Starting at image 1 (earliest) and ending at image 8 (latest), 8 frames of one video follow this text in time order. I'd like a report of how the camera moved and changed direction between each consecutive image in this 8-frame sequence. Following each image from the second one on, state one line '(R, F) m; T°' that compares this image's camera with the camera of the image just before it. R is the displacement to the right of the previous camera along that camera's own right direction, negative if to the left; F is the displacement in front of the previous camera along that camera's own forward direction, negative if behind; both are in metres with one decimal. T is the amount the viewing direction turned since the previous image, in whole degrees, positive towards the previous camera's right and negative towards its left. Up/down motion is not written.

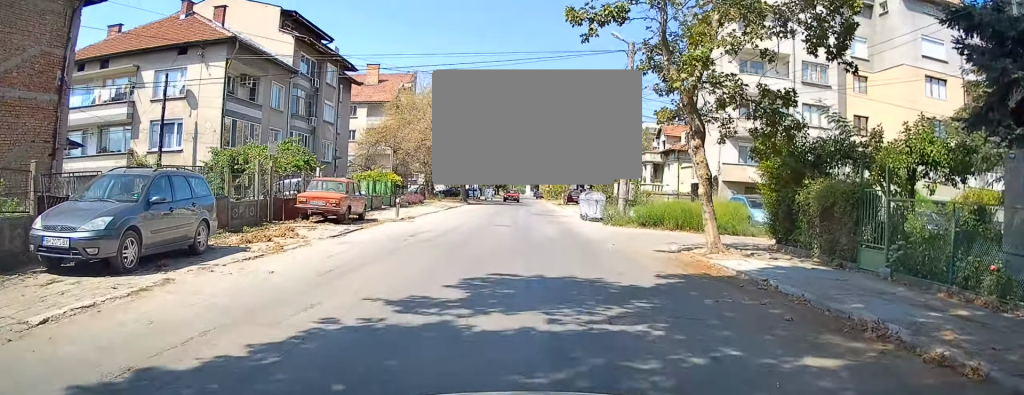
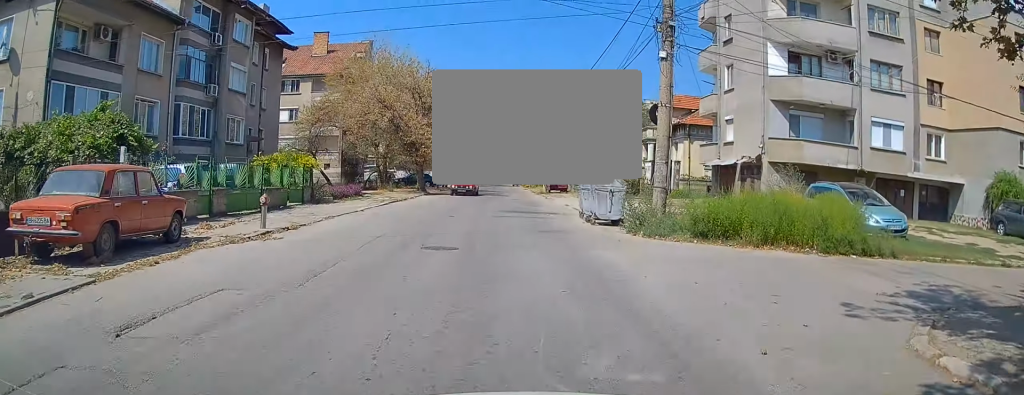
(0.0, +11.7) m; +1°
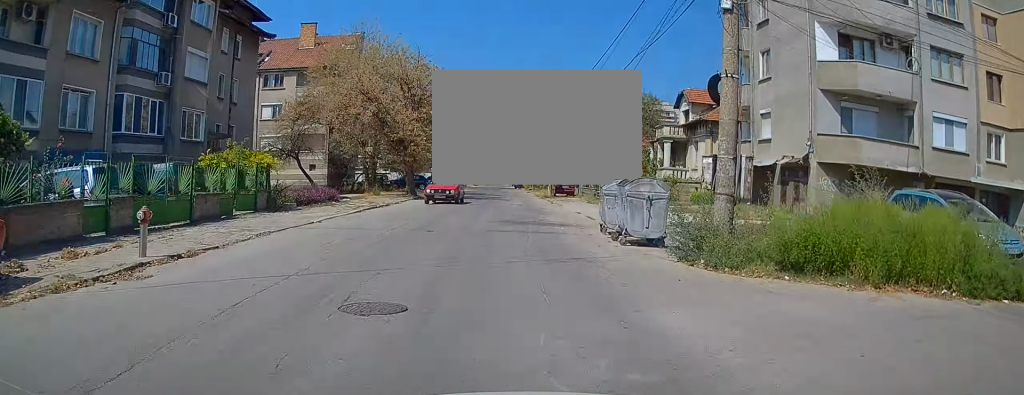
(0.0, +5.1) m; 0°
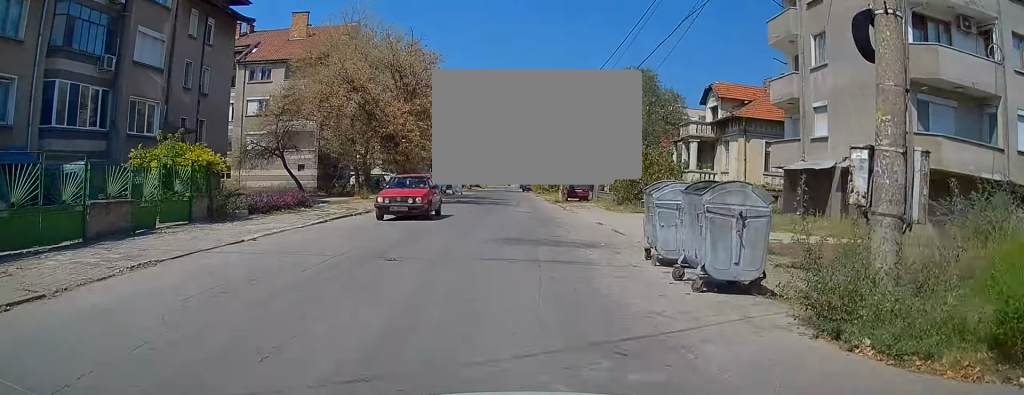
(+0.2, +5.0) m; 0°
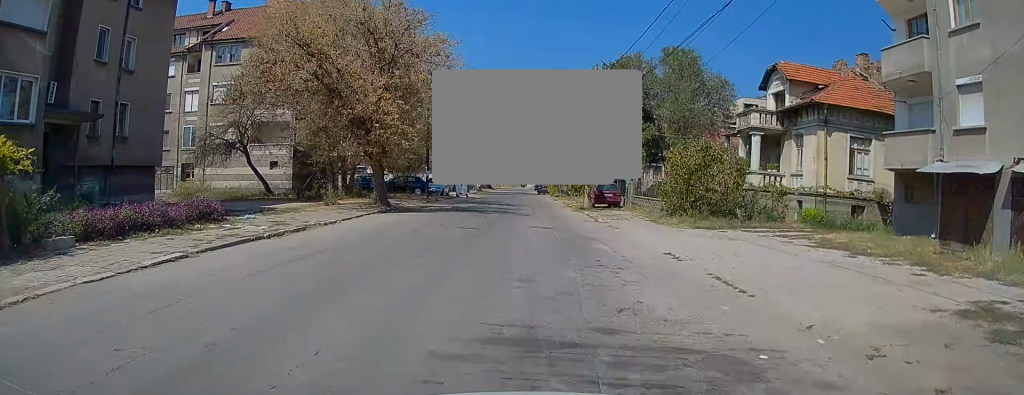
(-0.1, +8.8) m; -3°
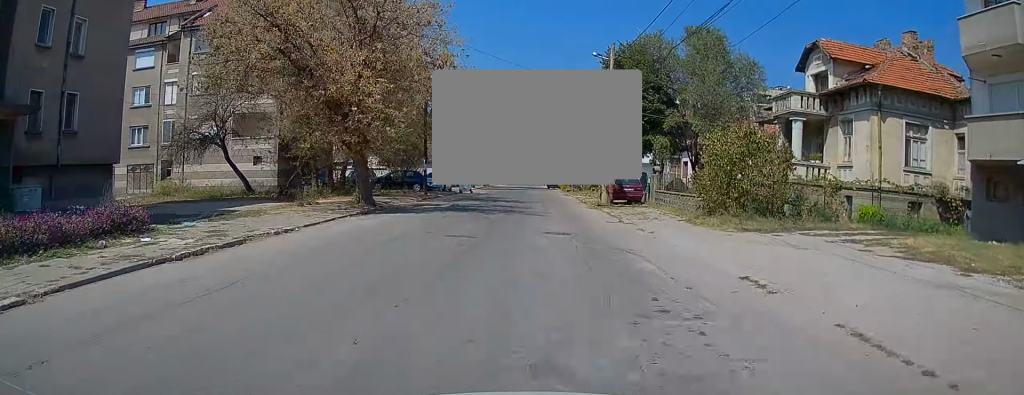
(0.0, +4.2) m; -2°
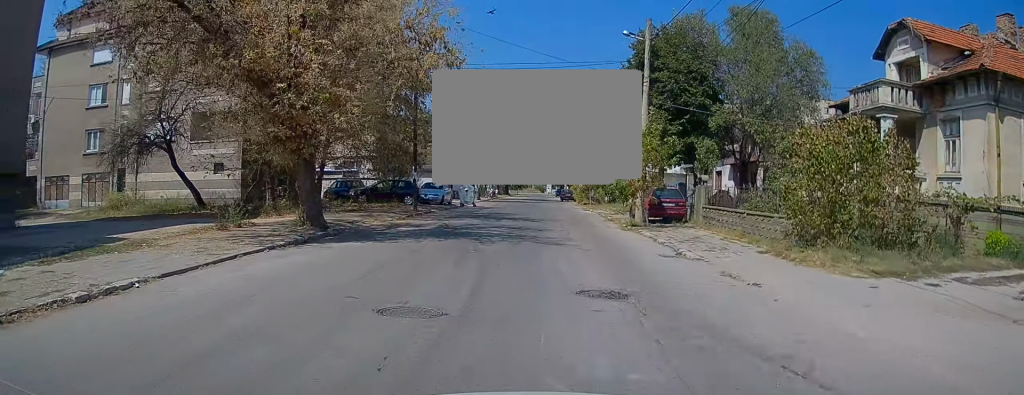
(-0.2, +6.7) m; 0°
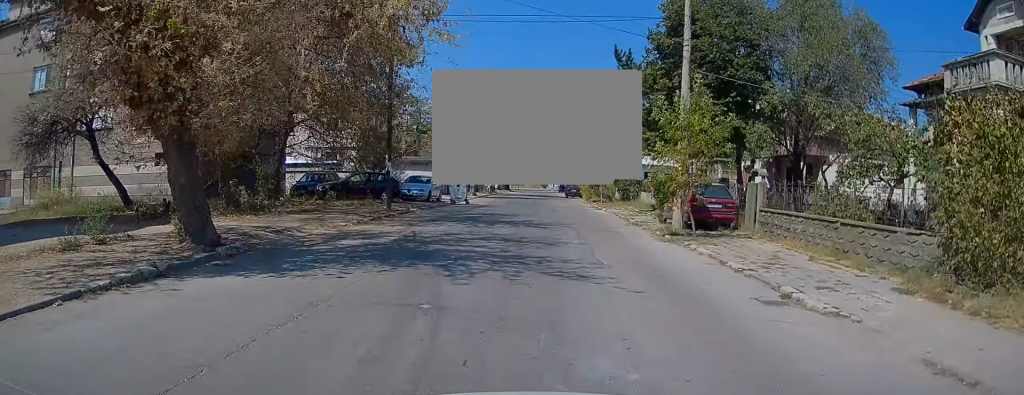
(+0.1, +6.0) m; +1°
